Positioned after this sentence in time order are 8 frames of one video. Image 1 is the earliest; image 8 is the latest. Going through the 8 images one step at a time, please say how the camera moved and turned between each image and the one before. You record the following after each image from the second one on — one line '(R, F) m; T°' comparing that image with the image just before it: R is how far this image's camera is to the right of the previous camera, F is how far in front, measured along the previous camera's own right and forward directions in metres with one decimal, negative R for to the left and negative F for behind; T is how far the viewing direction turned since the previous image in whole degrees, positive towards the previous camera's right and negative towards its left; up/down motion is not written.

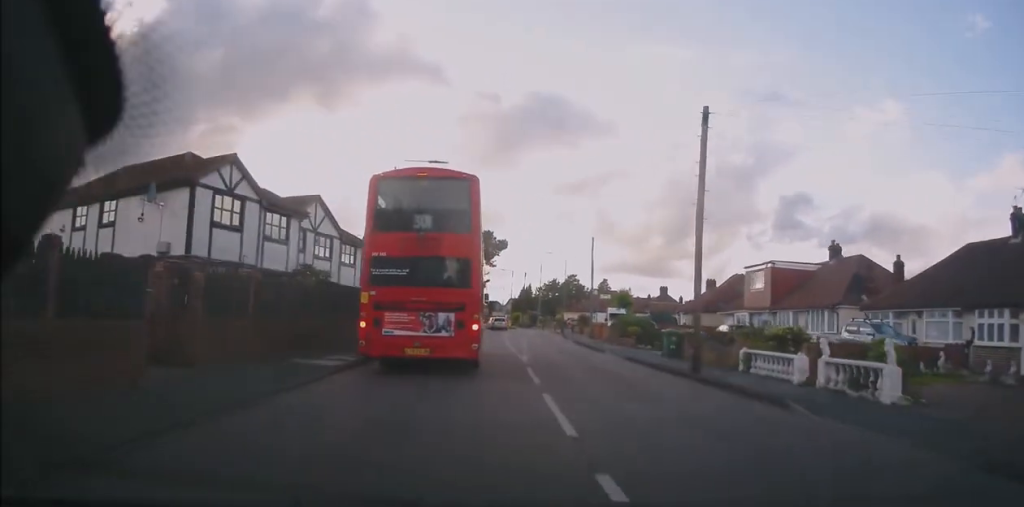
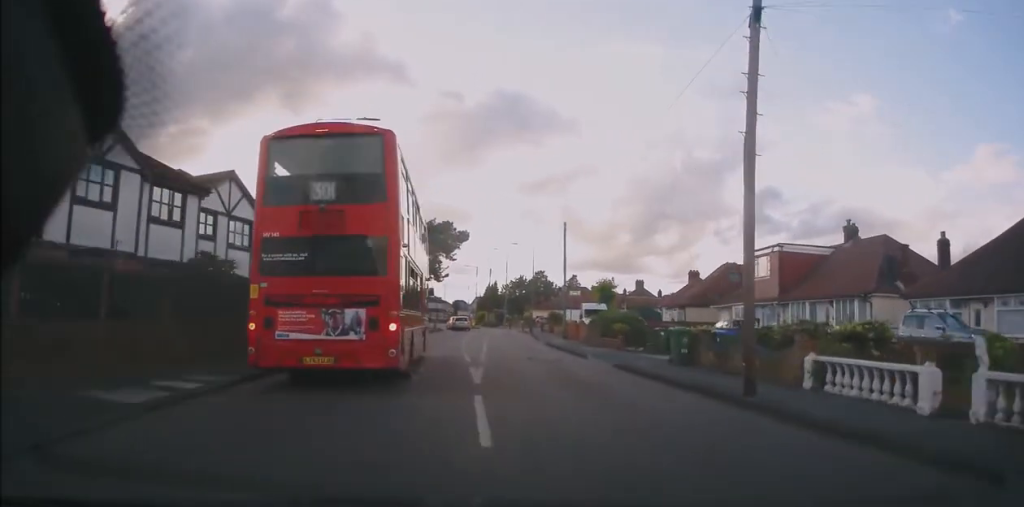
(+0.1, +6.5) m; +2°
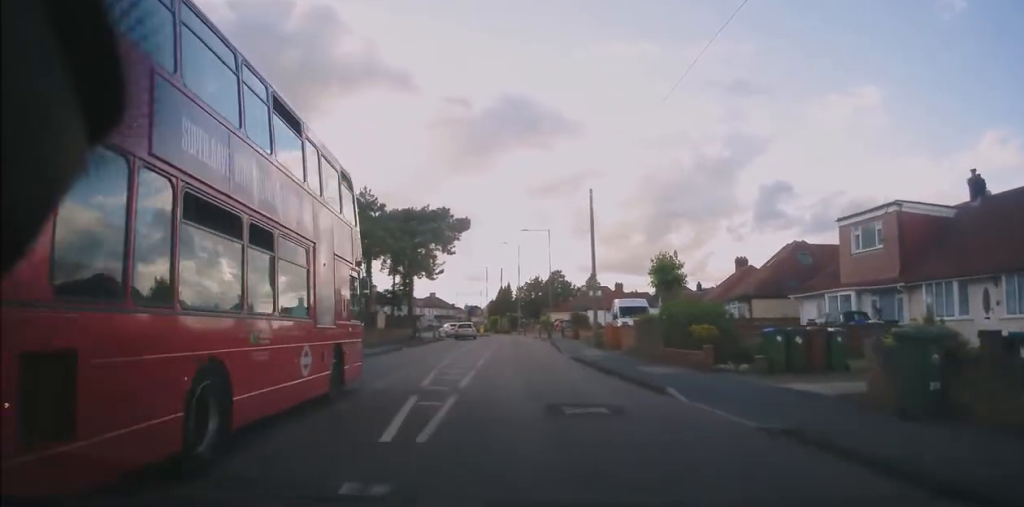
(+0.5, +10.9) m; -1°
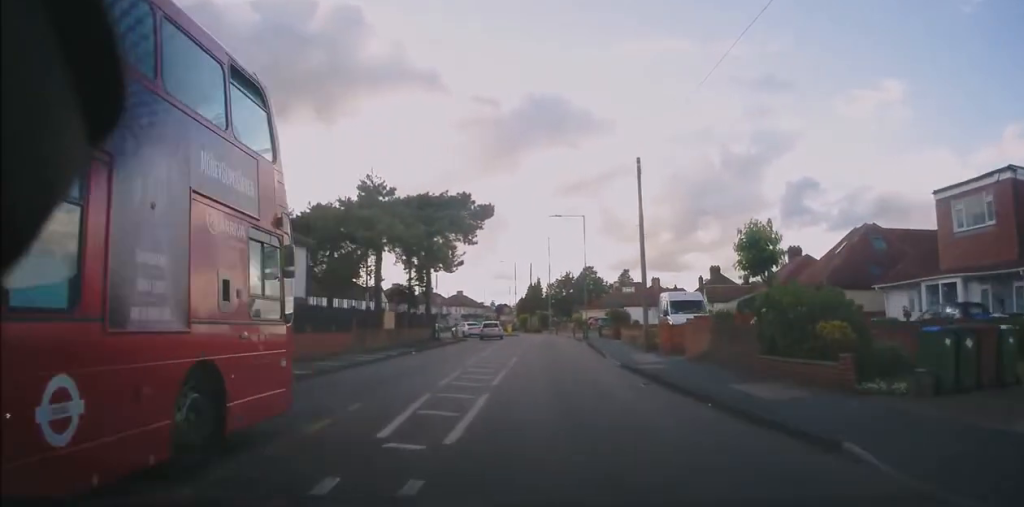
(+0.1, +5.5) m; -3°
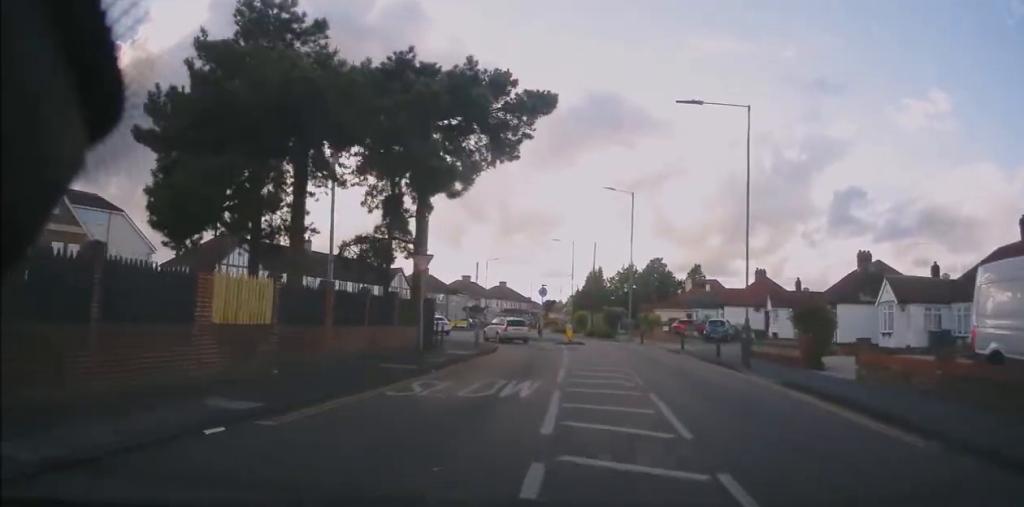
(-1.4, +22.2) m; -4°
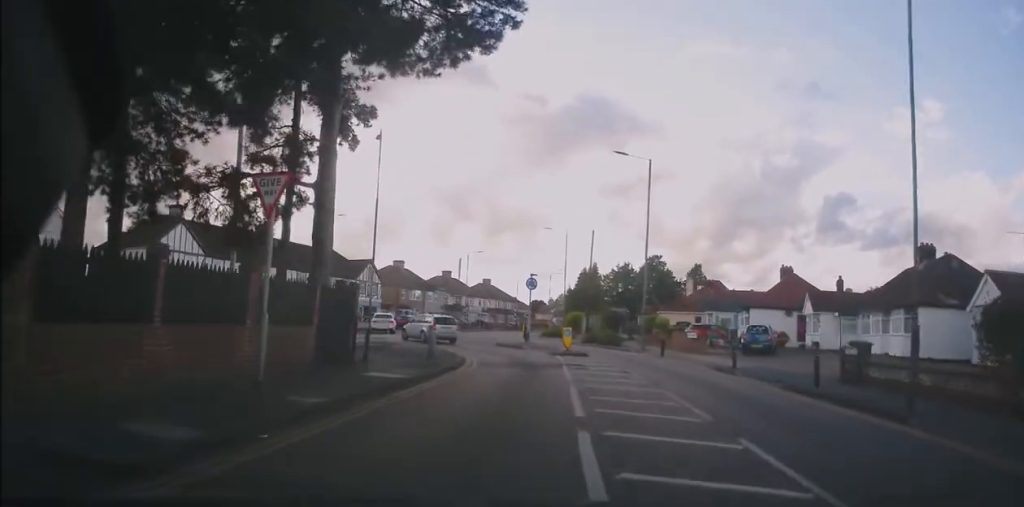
(-0.2, +9.8) m; 0°
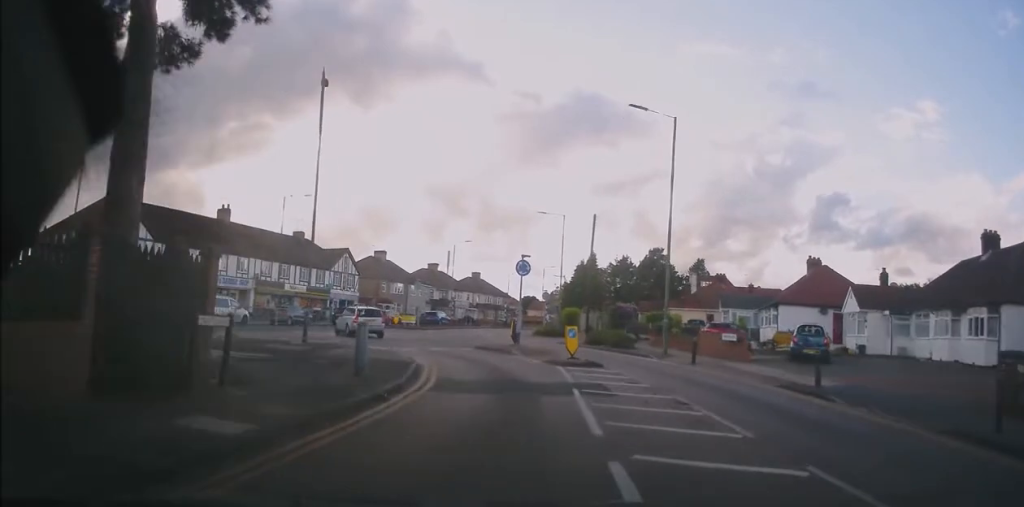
(+0.1, +6.9) m; +1°
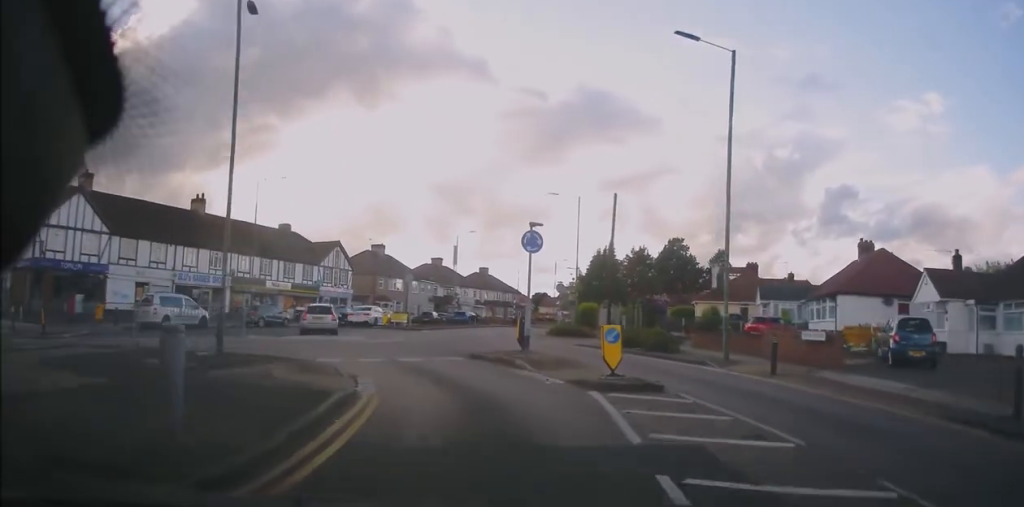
(+0.1, +6.5) m; -1°
